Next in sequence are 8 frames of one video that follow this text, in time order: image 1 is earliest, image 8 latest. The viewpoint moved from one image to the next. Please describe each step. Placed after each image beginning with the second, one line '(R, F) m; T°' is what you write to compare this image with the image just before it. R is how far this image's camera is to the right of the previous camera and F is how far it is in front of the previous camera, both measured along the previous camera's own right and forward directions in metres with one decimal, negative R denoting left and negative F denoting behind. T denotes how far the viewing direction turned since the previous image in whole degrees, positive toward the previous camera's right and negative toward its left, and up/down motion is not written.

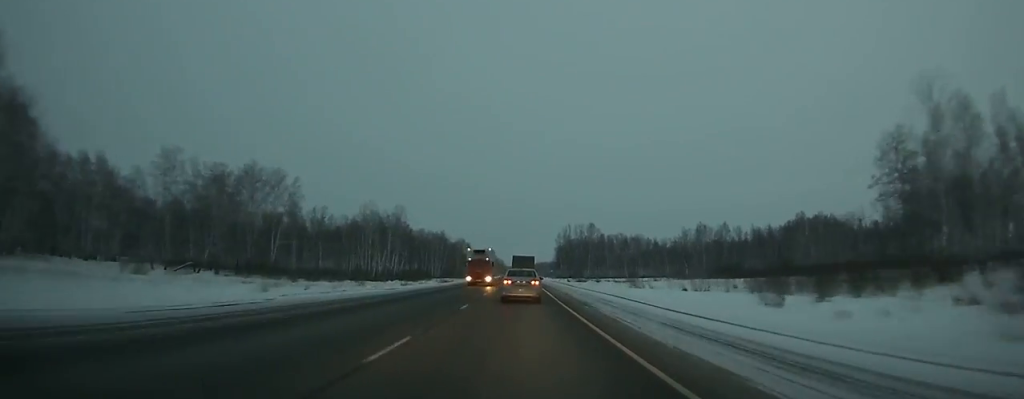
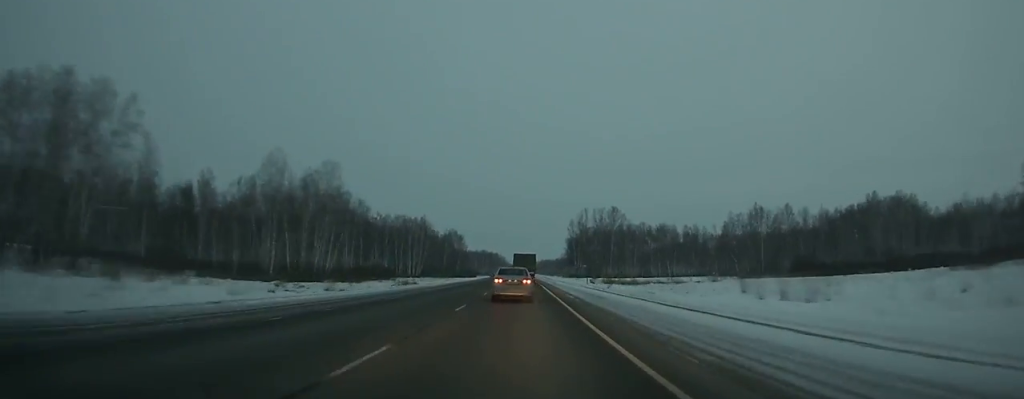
(0.0, +61.8) m; 0°
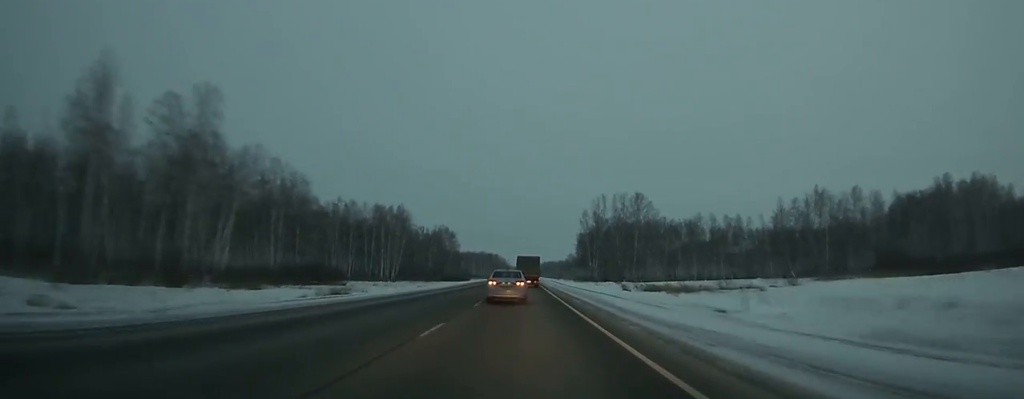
(-0.1, +43.7) m; 0°
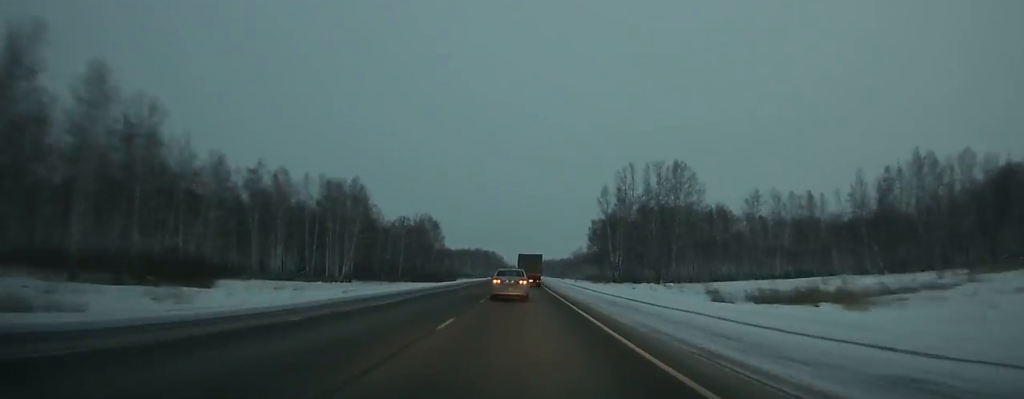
(-0.1, +47.6) m; 0°
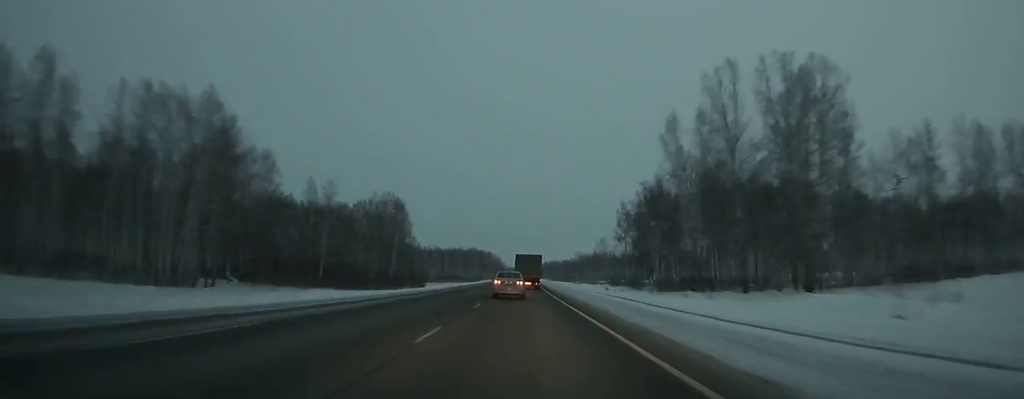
(0.0, +64.4) m; 0°
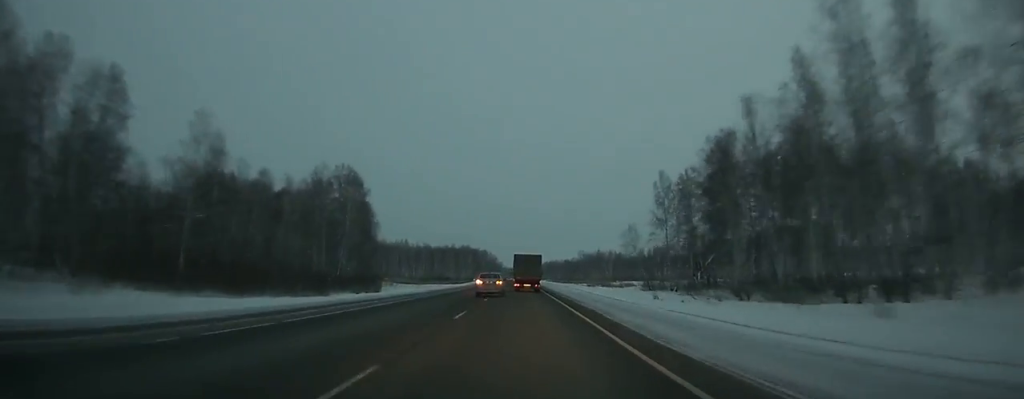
(+0.1, +45.0) m; 0°
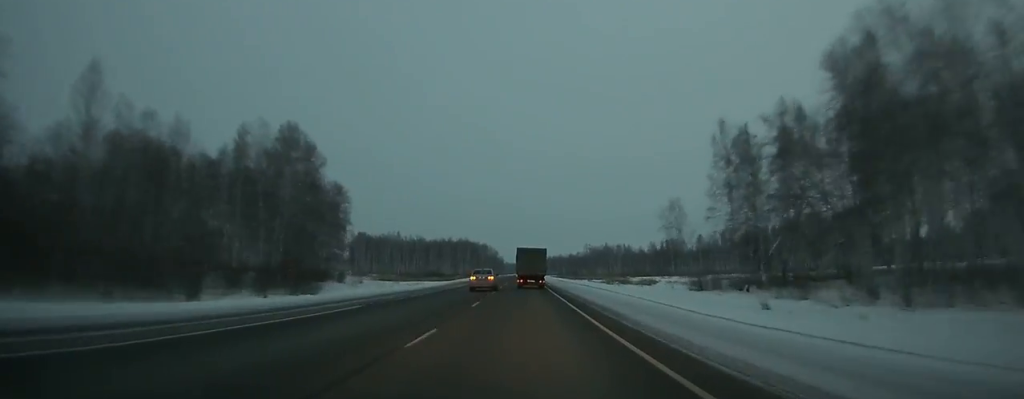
(-0.1, +33.0) m; 0°
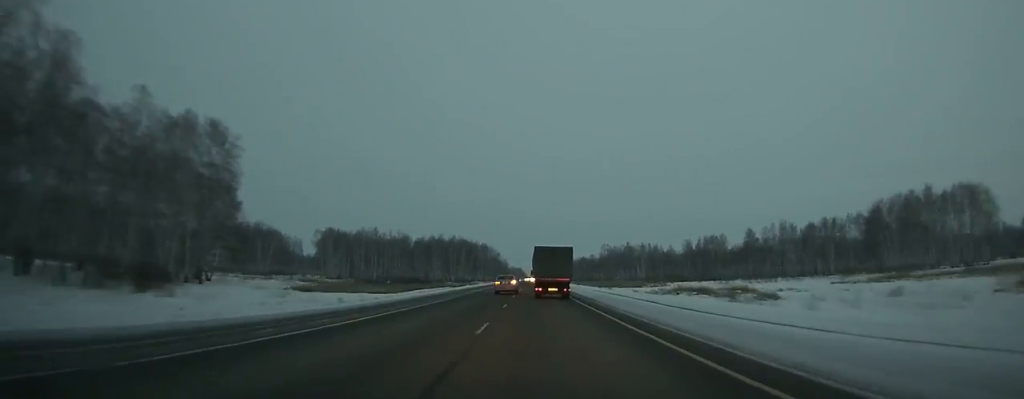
(-0.3, +70.2) m; 0°
